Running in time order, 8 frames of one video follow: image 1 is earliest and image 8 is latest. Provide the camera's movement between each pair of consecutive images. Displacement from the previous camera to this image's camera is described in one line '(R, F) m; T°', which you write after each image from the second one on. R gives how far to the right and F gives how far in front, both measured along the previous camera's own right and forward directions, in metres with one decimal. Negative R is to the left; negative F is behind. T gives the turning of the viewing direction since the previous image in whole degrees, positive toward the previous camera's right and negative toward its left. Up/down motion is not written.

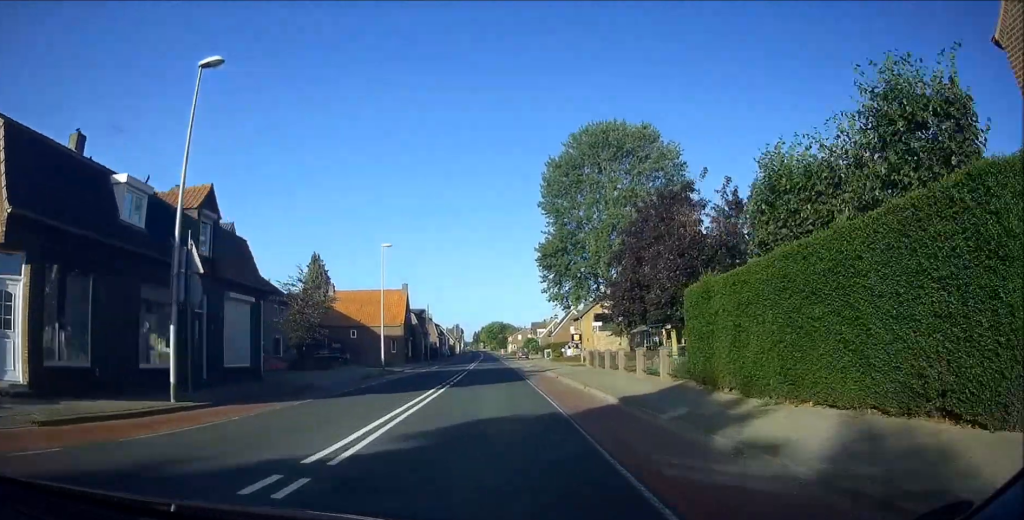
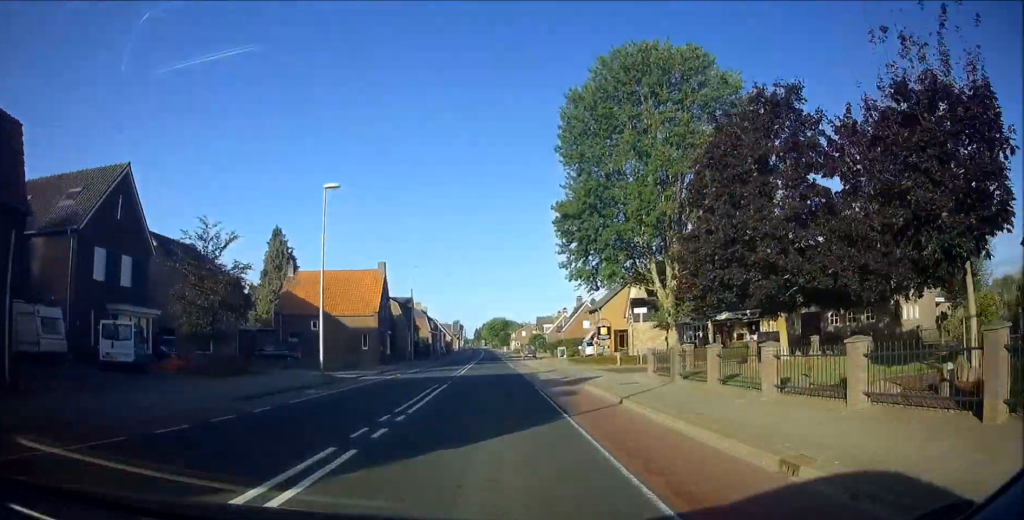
(-0.1, +13.9) m; 0°
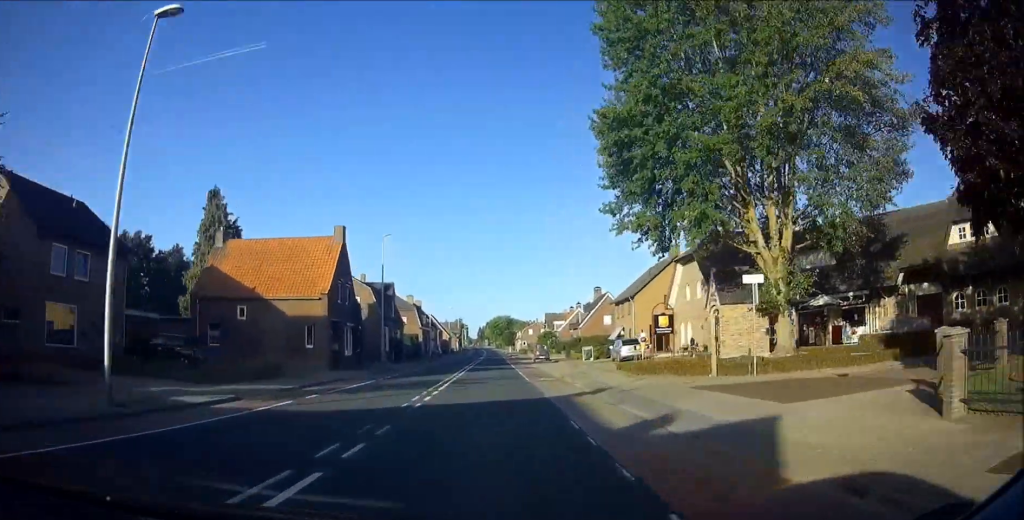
(-0.1, +14.8) m; 0°
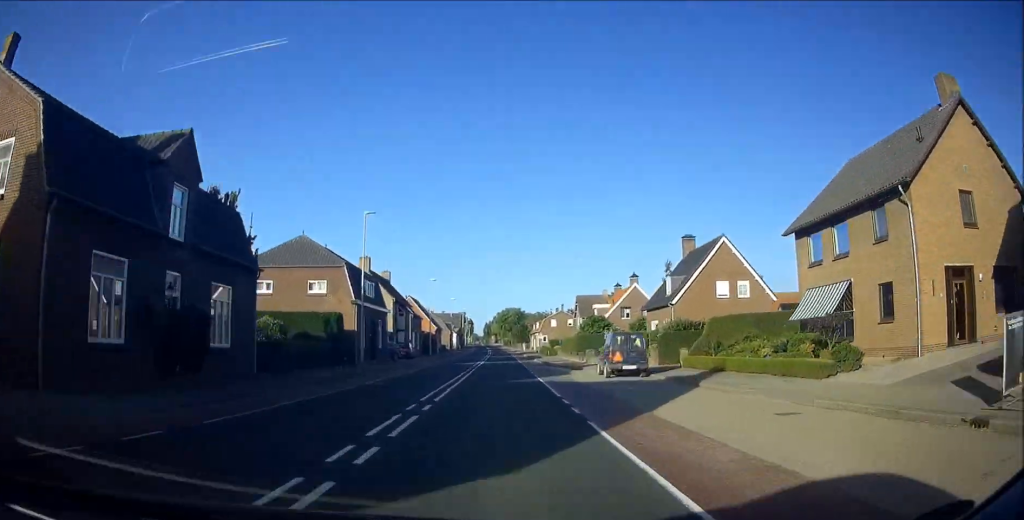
(+0.2, +39.0) m; +1°
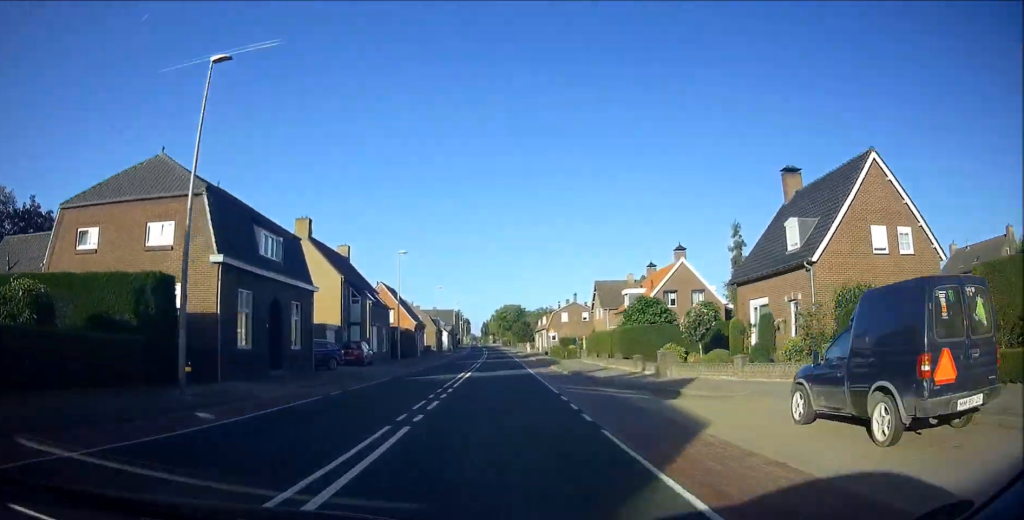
(+0.2, +19.2) m; 0°
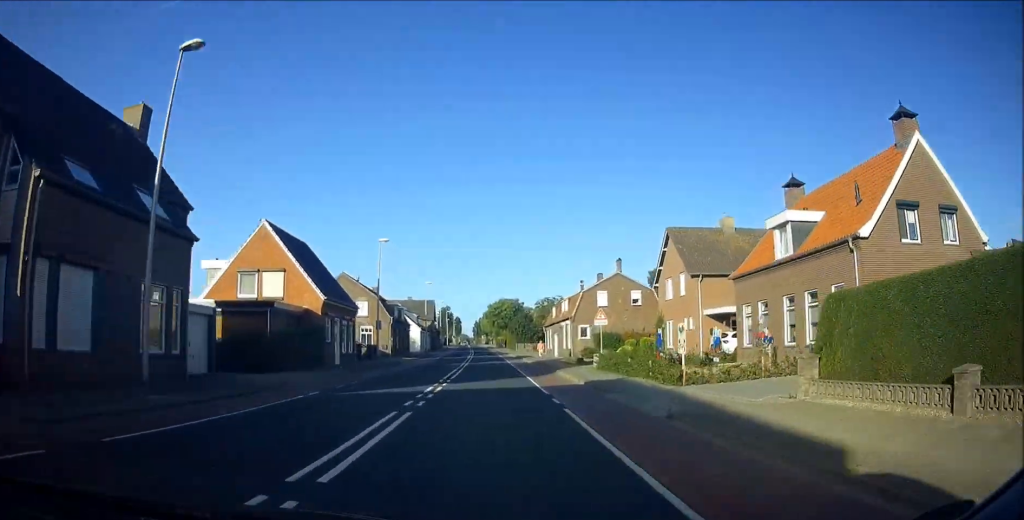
(-0.3, +32.9) m; 0°
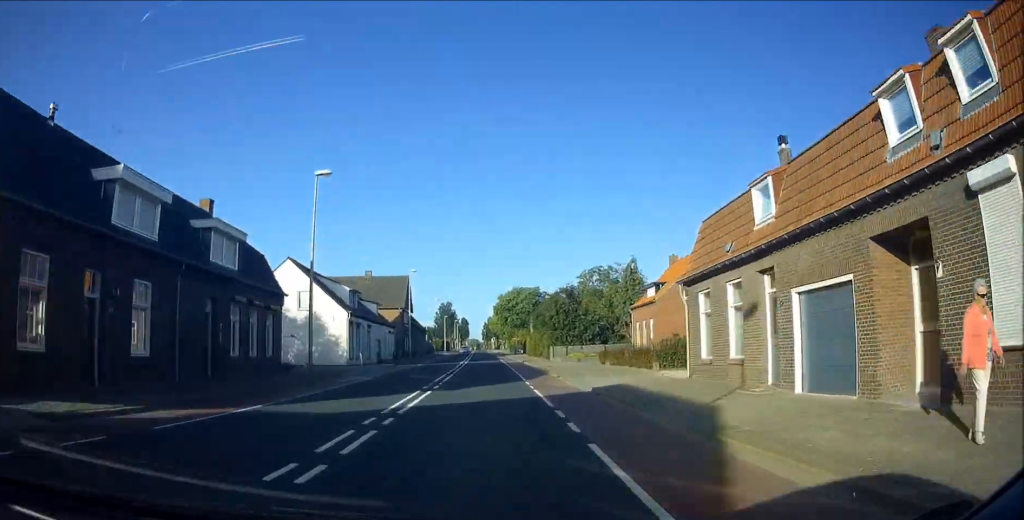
(+0.2, +45.9) m; 0°
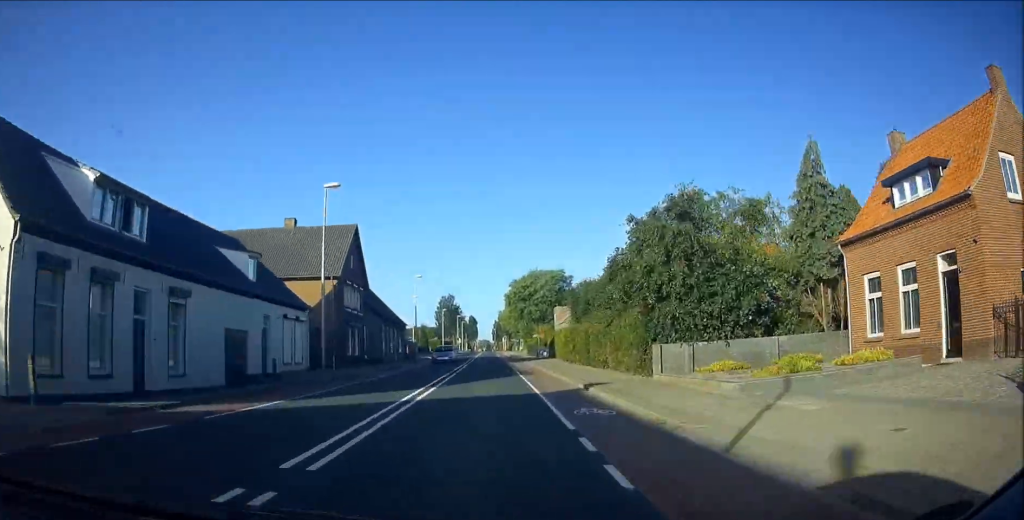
(-0.1, +30.4) m; 0°
